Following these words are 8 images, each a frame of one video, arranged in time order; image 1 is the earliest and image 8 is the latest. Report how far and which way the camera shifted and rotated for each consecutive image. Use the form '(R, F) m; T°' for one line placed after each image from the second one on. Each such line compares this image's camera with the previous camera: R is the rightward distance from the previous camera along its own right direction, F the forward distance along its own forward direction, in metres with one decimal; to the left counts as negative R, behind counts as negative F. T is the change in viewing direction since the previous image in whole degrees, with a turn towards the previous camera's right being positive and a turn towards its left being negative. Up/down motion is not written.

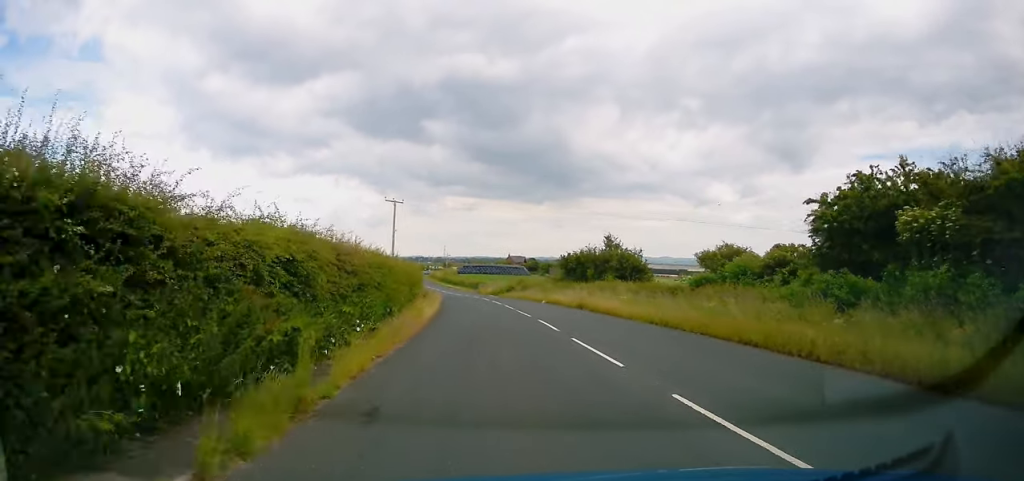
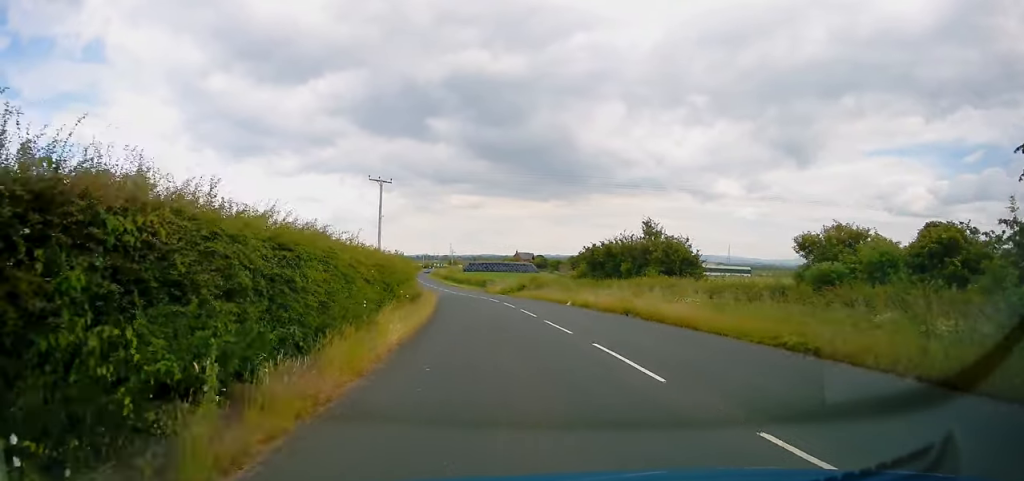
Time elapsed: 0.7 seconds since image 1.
(-0.3, +10.8) m; -1°
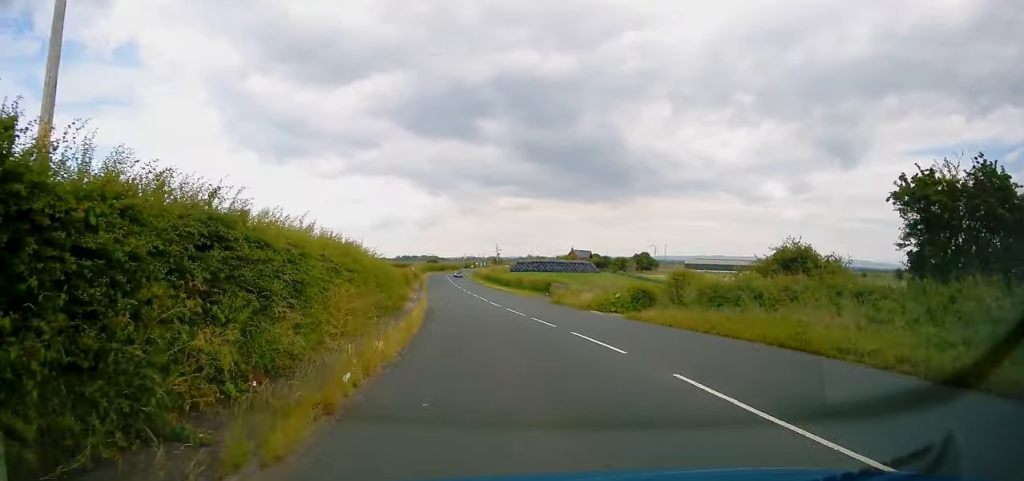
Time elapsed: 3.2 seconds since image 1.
(-1.9, +39.0) m; -5°
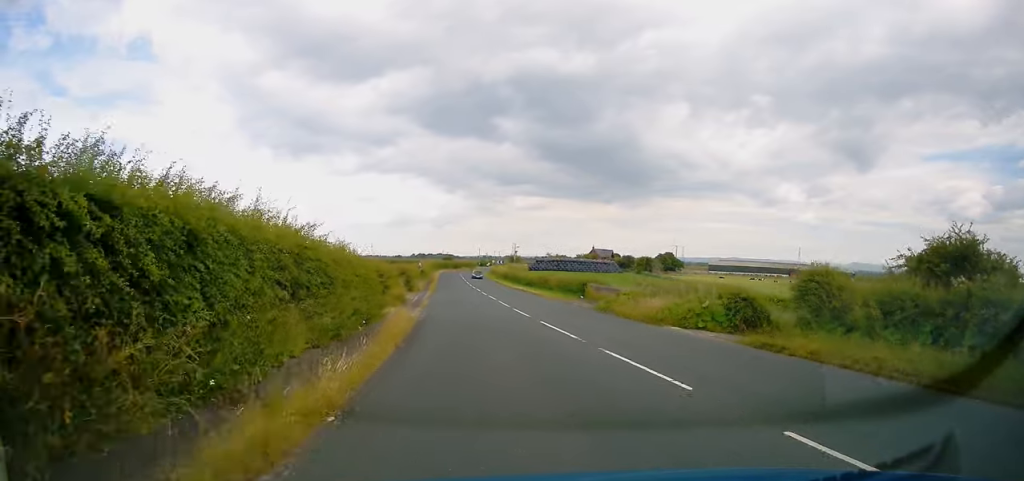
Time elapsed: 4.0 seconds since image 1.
(+0.1, +11.9) m; 0°
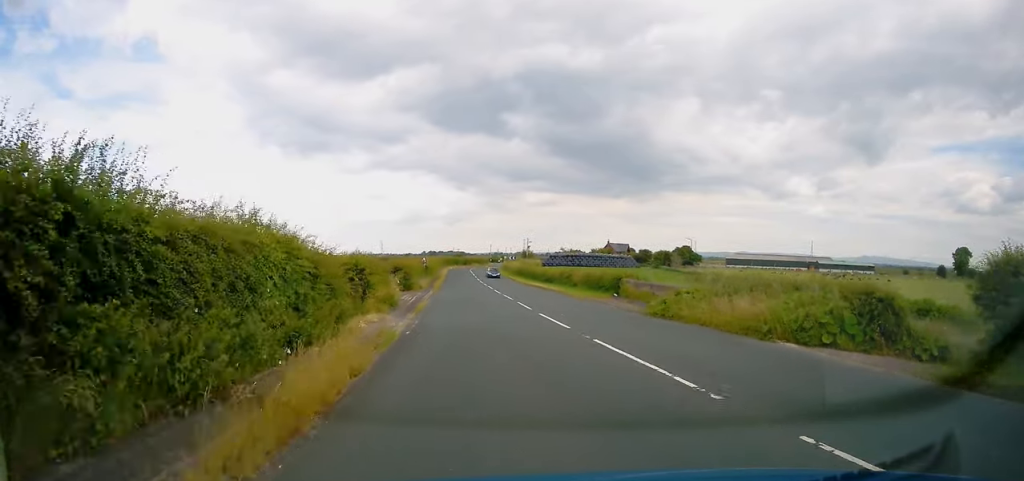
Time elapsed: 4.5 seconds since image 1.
(-0.1, +8.5) m; 0°
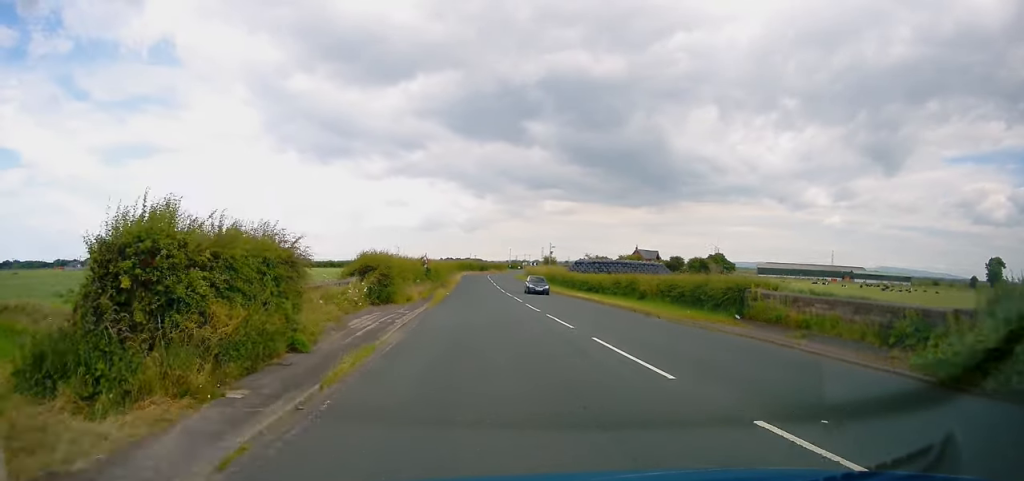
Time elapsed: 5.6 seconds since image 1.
(-0.1, +17.1) m; -2°
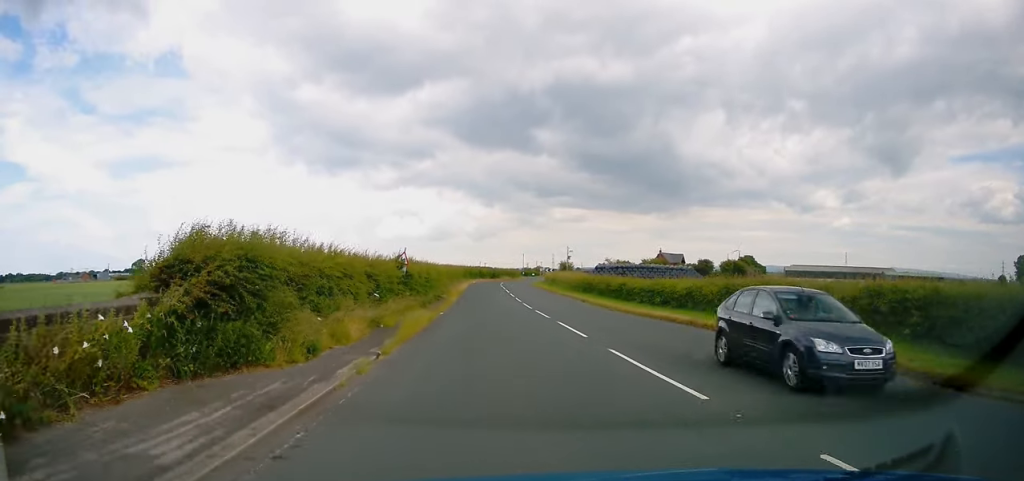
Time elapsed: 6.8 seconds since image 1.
(-0.5, +17.8) m; -3°
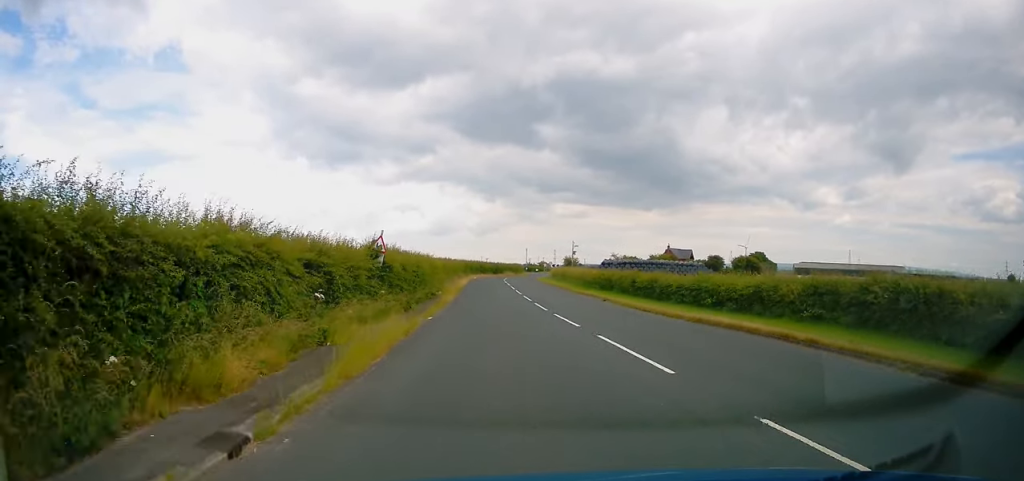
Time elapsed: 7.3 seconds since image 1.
(-0.1, +7.5) m; 0°
